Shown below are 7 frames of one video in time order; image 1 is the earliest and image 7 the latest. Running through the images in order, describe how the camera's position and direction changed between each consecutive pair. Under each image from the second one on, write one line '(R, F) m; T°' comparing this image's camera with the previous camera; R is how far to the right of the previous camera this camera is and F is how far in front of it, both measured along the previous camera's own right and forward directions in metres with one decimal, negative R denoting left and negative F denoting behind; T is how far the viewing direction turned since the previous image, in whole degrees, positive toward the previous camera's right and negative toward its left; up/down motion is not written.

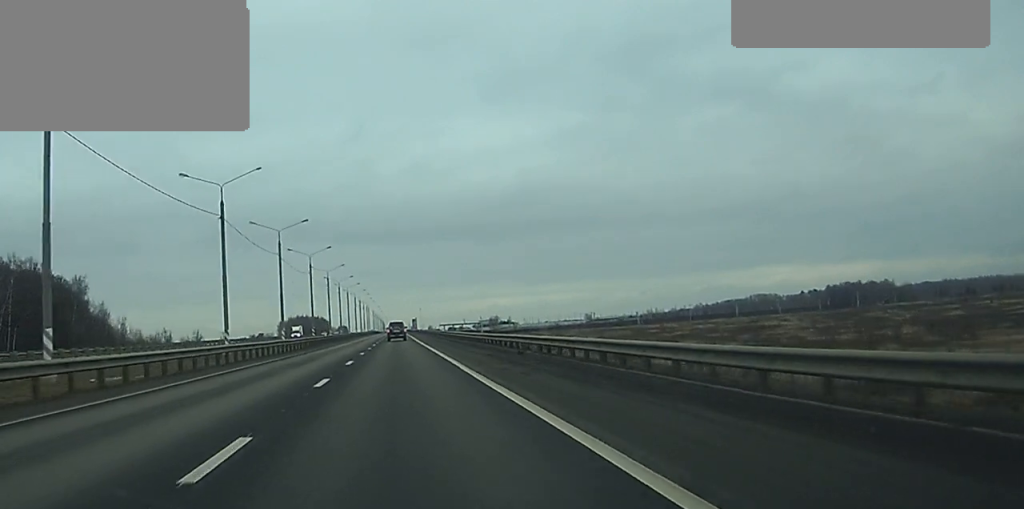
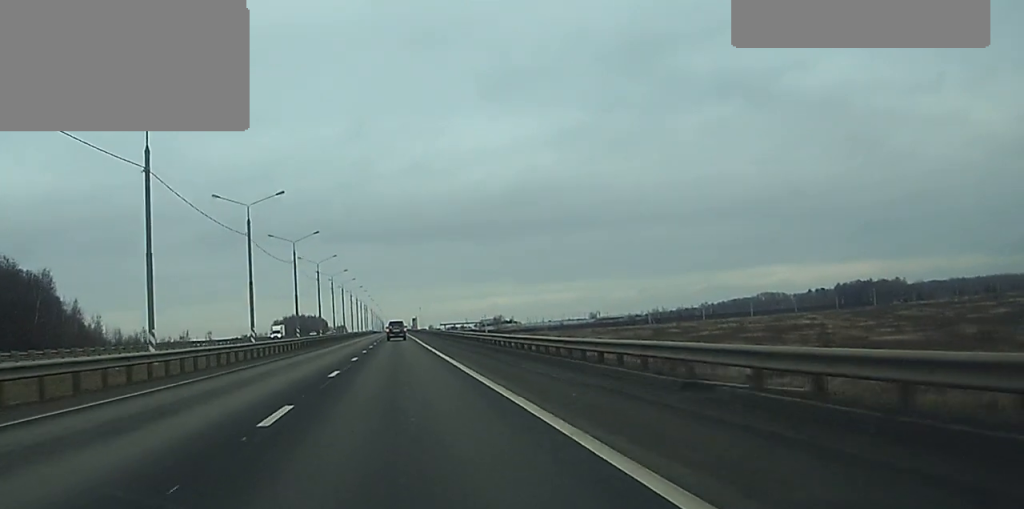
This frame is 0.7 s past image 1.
(0.0, +19.8) m; 0°
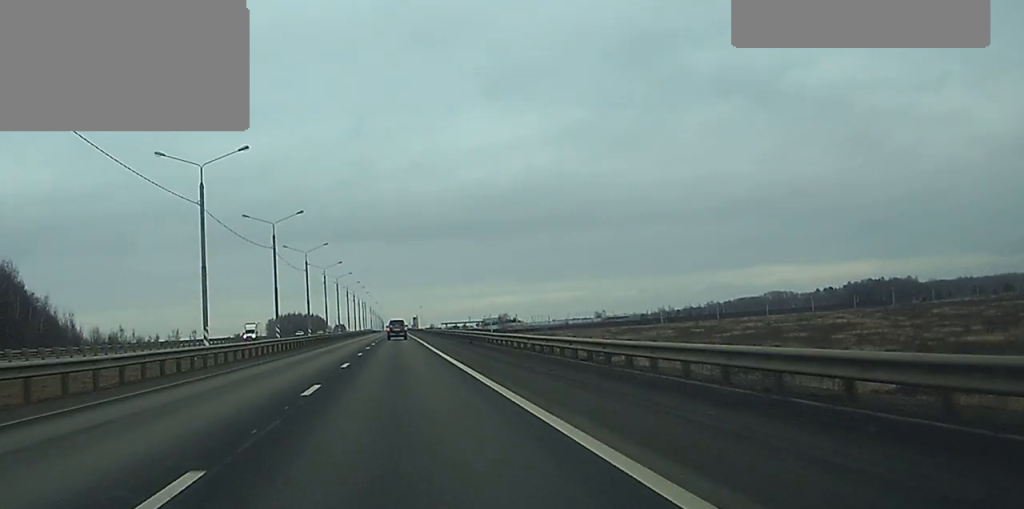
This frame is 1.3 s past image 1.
(0.0, +18.7) m; 0°
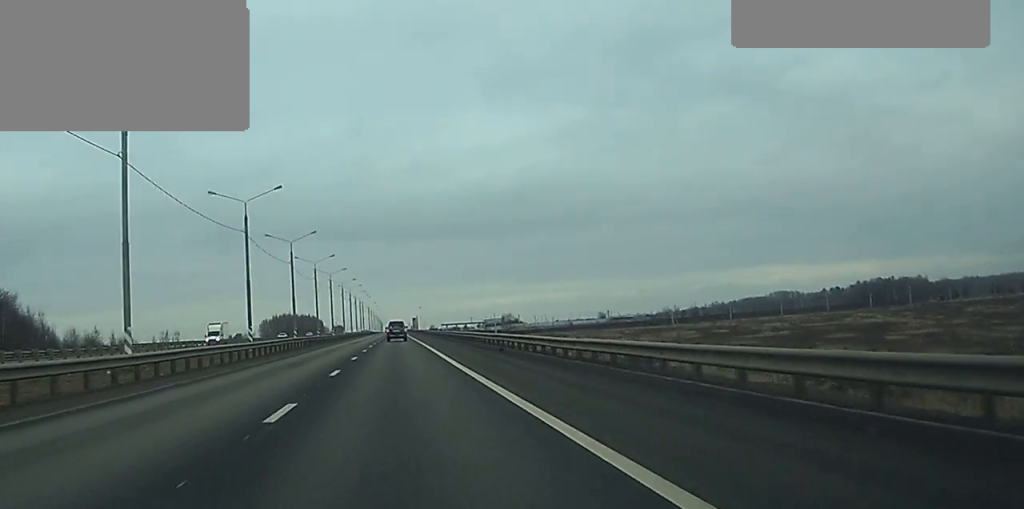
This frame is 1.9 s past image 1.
(0.0, +16.8) m; 0°
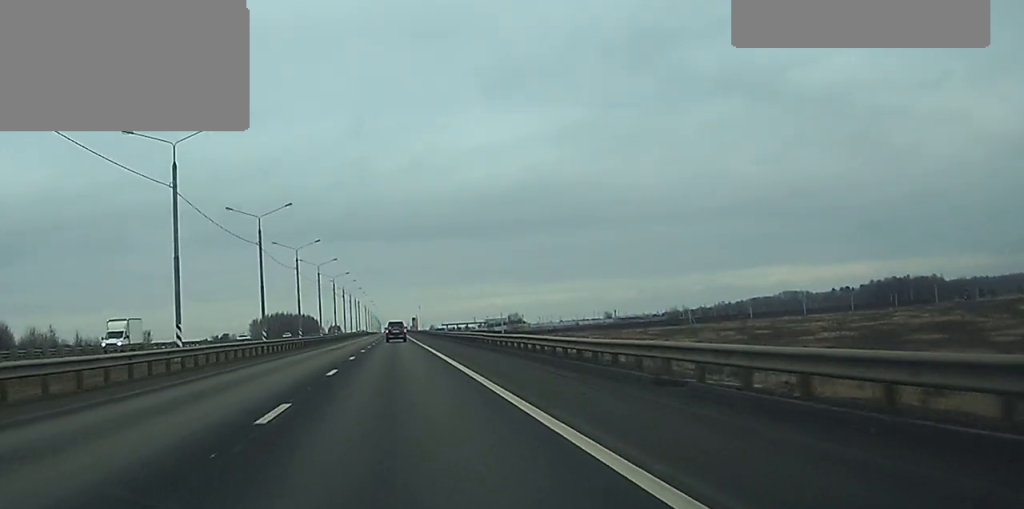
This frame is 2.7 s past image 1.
(0.0, +24.5) m; 0°
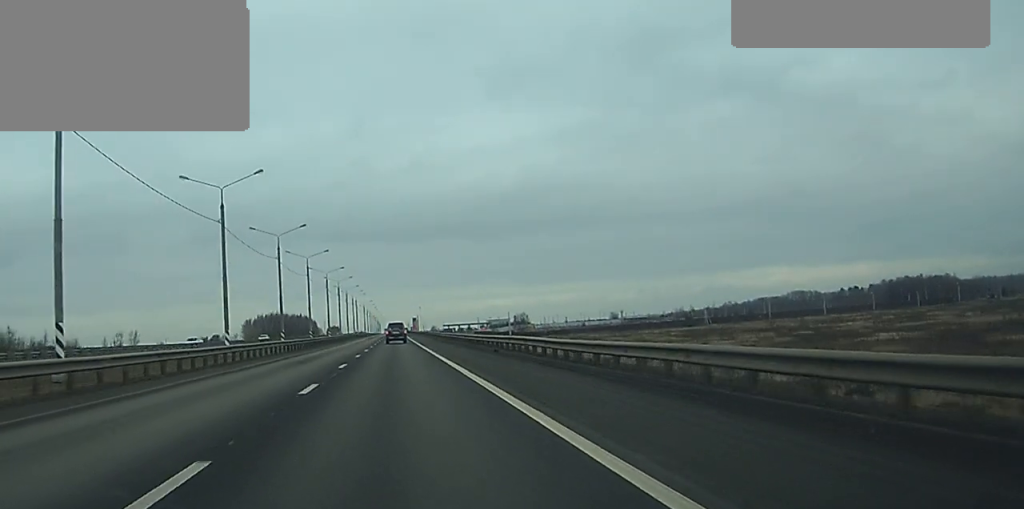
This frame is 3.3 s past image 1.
(0.0, +18.5) m; 0°
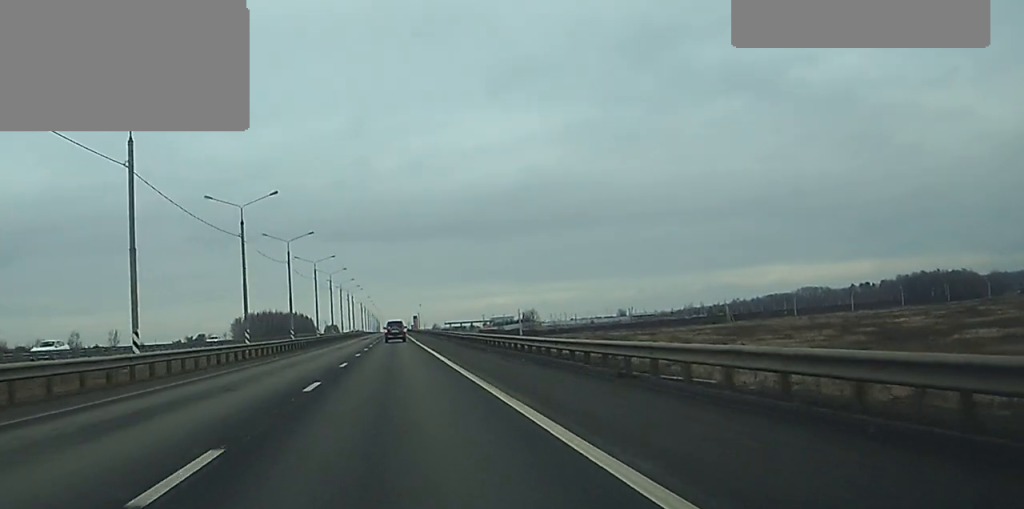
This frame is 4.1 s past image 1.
(0.0, +23.3) m; 0°
